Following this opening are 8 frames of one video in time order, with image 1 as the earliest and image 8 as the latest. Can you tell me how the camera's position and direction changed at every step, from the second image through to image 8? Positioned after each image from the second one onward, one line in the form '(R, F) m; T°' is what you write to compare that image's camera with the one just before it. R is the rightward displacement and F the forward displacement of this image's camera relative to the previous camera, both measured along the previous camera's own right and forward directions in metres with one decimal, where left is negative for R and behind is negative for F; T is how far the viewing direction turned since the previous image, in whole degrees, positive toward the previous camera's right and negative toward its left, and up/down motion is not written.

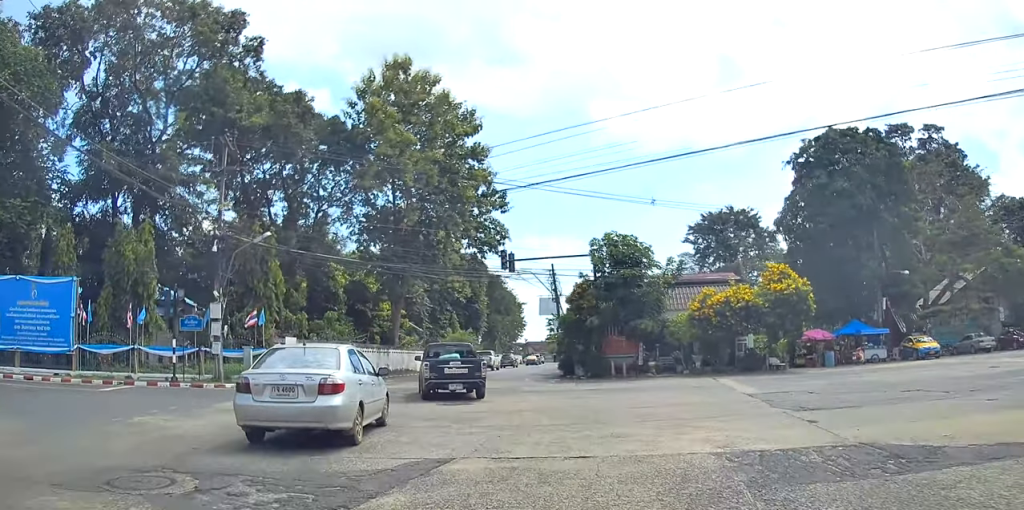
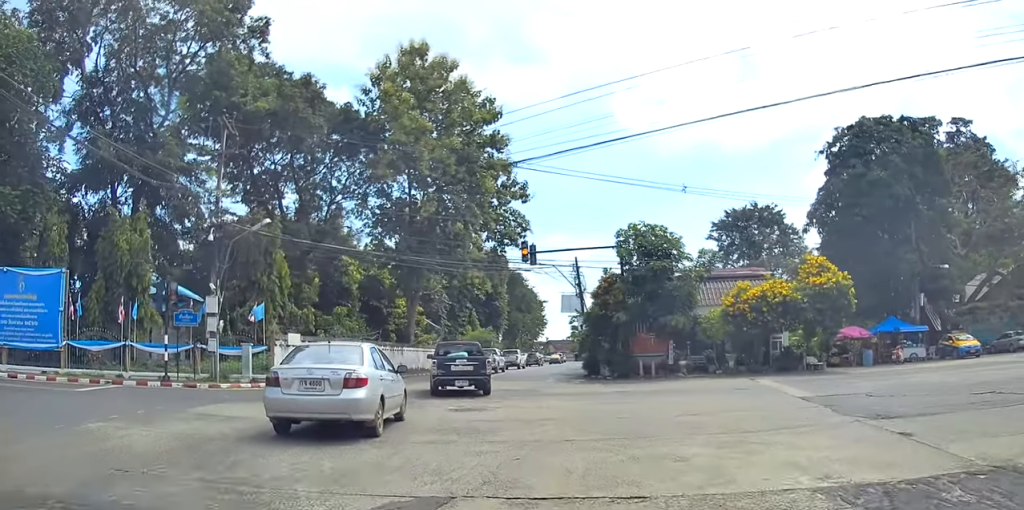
(0.0, +2.5) m; -2°
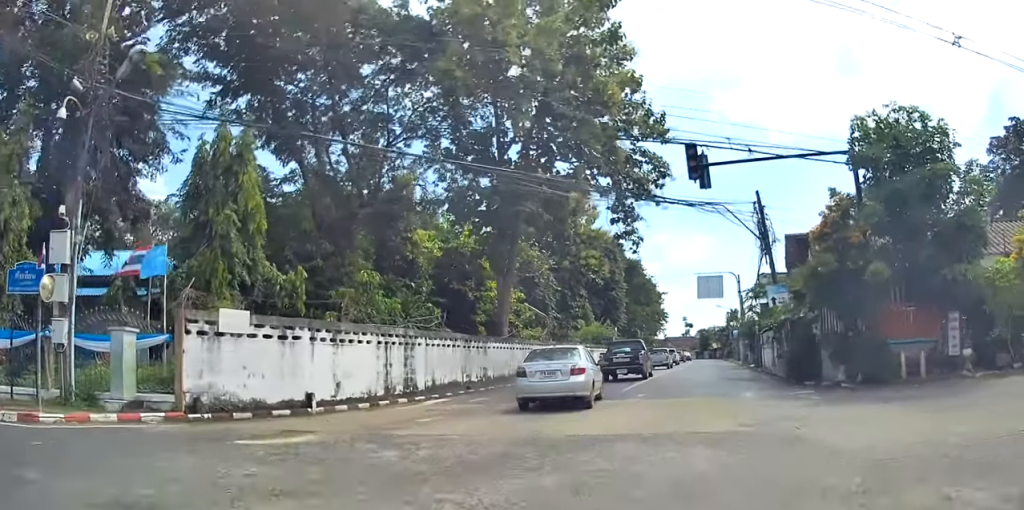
(-1.1, +15.4) m; +5°
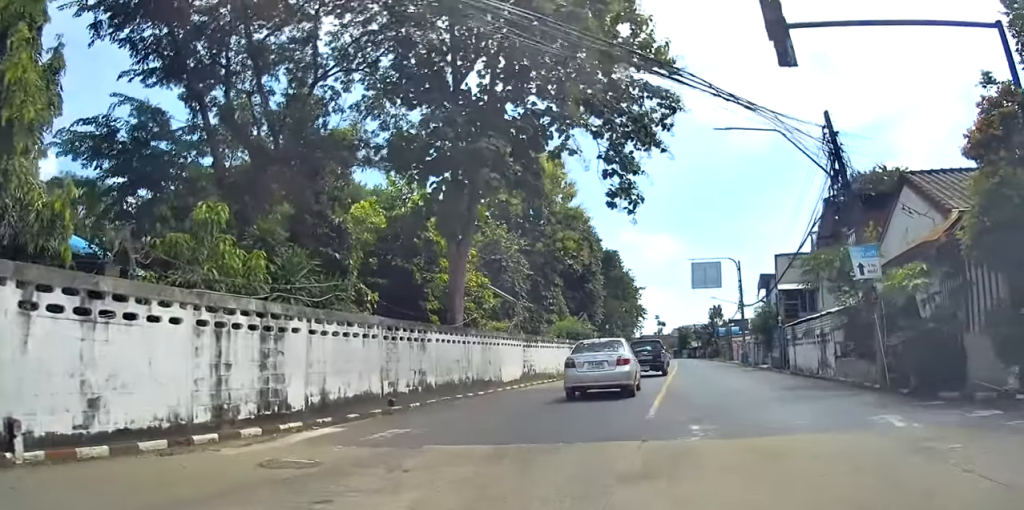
(+0.9, +8.2) m; +7°
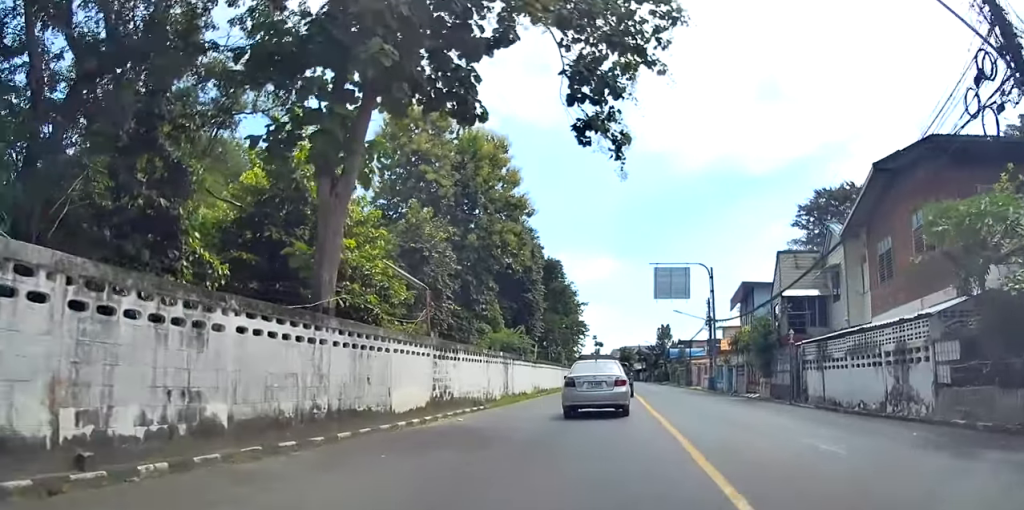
(0.0, +9.2) m; +1°
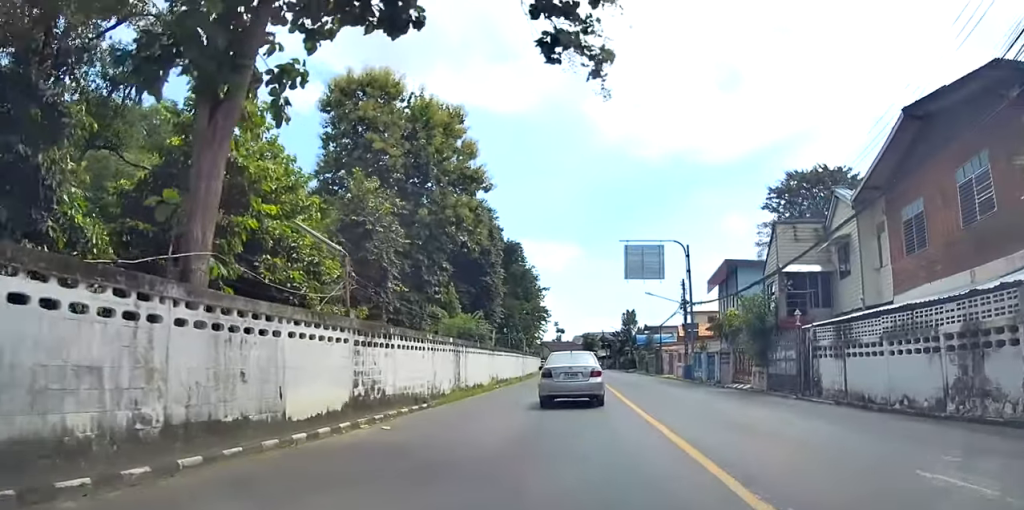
(+0.1, +4.4) m; 0°
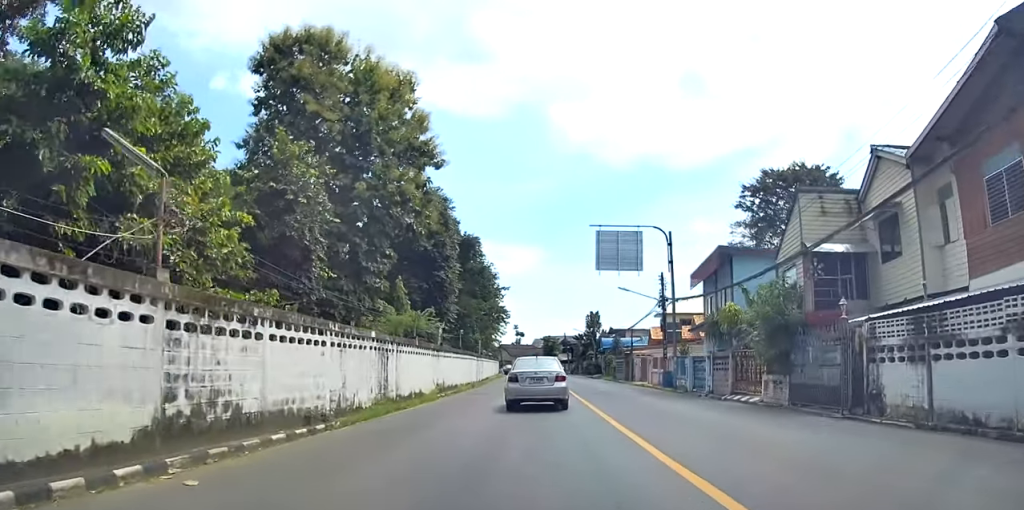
(+0.1, +5.7) m; +1°
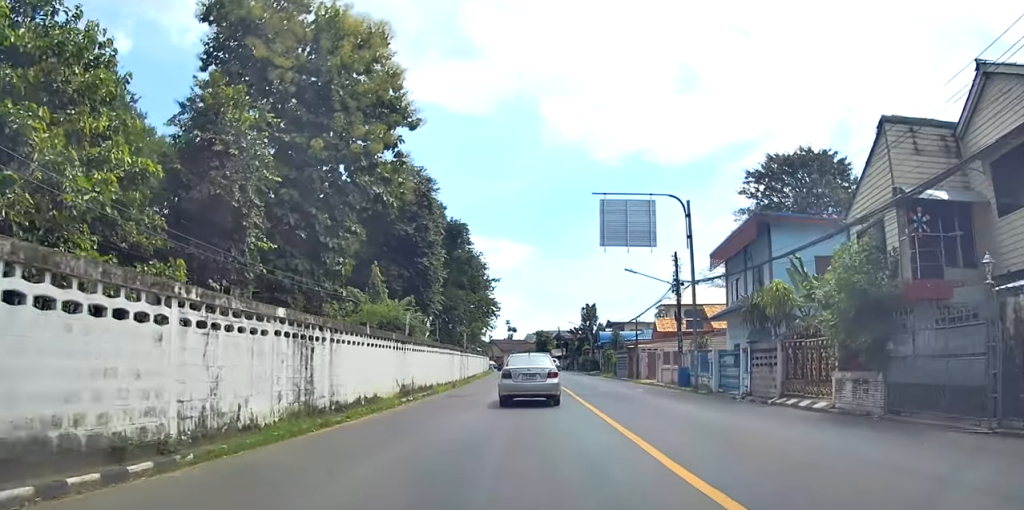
(-0.1, +5.8) m; +1°
